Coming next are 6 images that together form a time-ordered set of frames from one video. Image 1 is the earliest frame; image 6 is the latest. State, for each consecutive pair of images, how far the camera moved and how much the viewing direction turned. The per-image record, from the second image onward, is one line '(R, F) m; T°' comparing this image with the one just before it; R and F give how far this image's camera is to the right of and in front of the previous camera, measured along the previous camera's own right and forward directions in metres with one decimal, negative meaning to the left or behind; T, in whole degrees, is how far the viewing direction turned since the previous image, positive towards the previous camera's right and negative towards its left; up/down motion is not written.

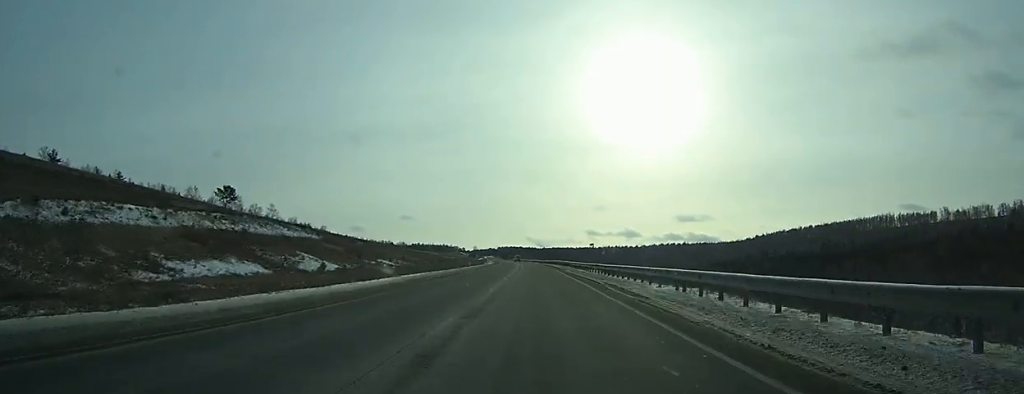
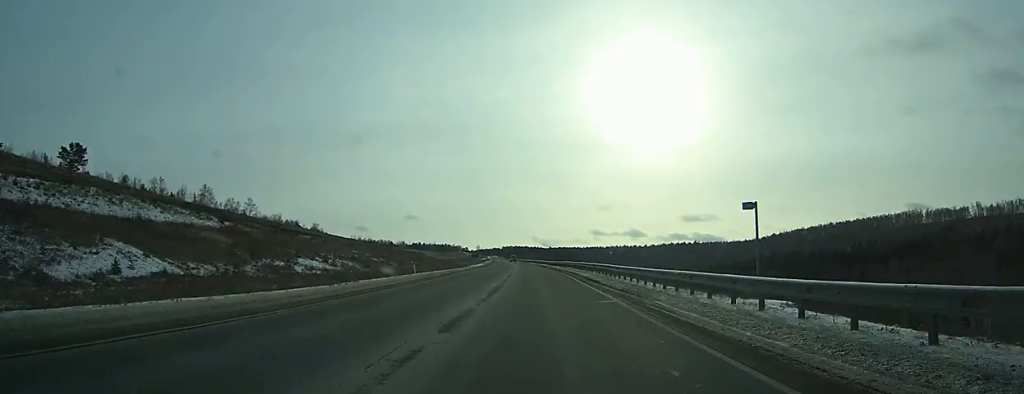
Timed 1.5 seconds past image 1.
(-0.2, +44.2) m; -1°
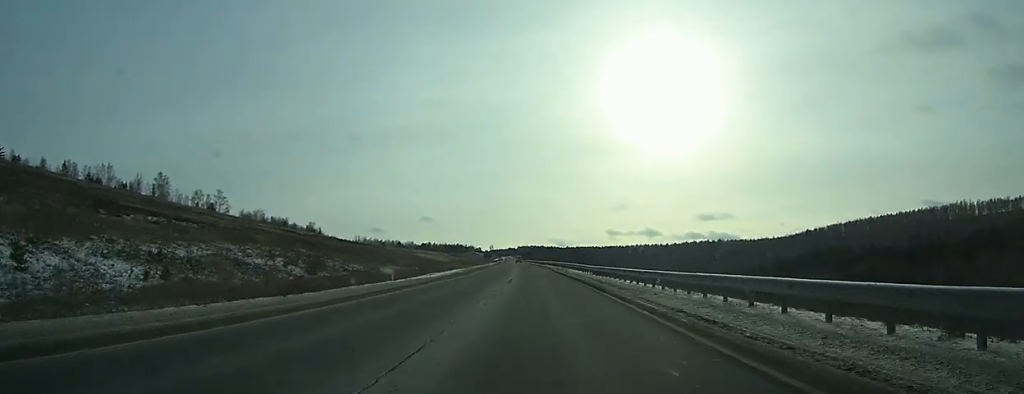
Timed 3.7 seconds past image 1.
(-0.5, +61.8) m; -1°
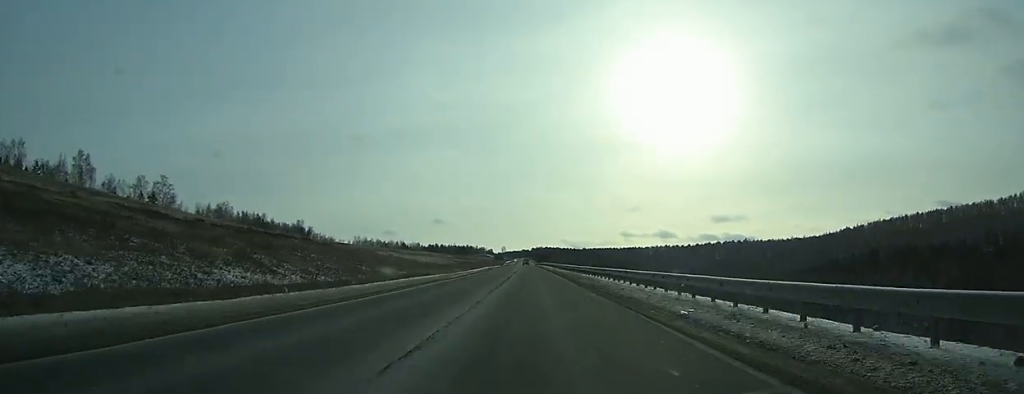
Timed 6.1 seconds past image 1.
(-0.8, +69.0) m; -1°
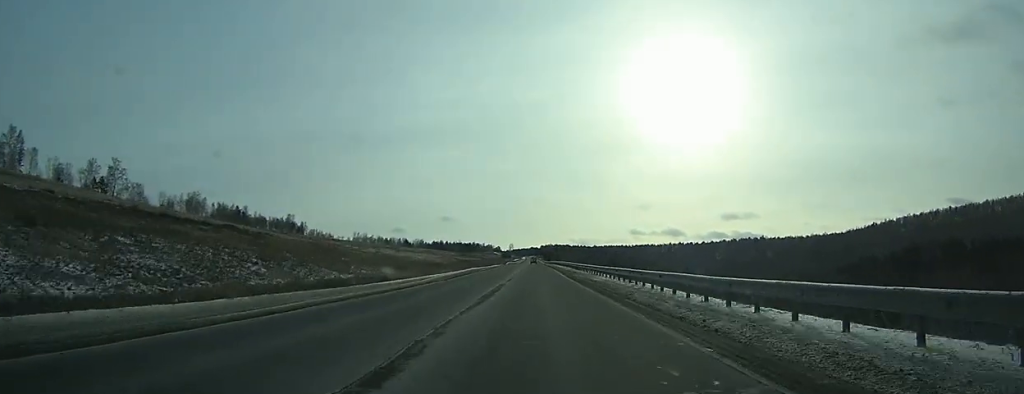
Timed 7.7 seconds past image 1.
(-0.3, +44.0) m; -1°
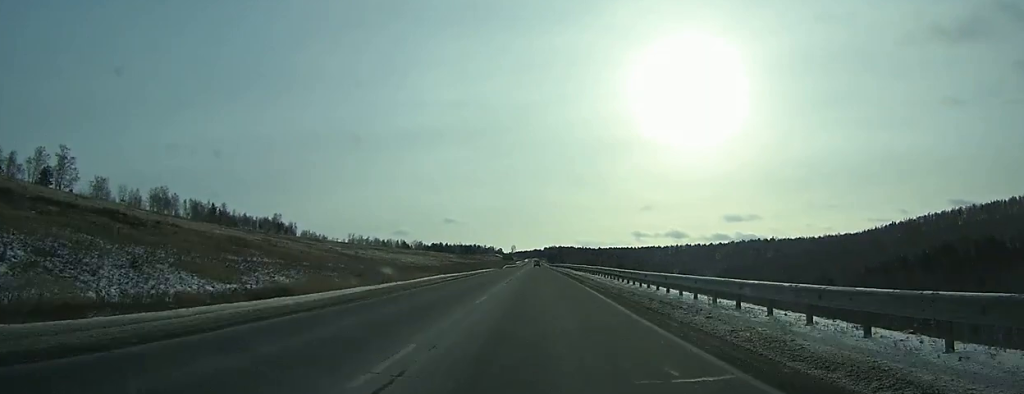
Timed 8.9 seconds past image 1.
(-0.1, +35.0) m; 0°
